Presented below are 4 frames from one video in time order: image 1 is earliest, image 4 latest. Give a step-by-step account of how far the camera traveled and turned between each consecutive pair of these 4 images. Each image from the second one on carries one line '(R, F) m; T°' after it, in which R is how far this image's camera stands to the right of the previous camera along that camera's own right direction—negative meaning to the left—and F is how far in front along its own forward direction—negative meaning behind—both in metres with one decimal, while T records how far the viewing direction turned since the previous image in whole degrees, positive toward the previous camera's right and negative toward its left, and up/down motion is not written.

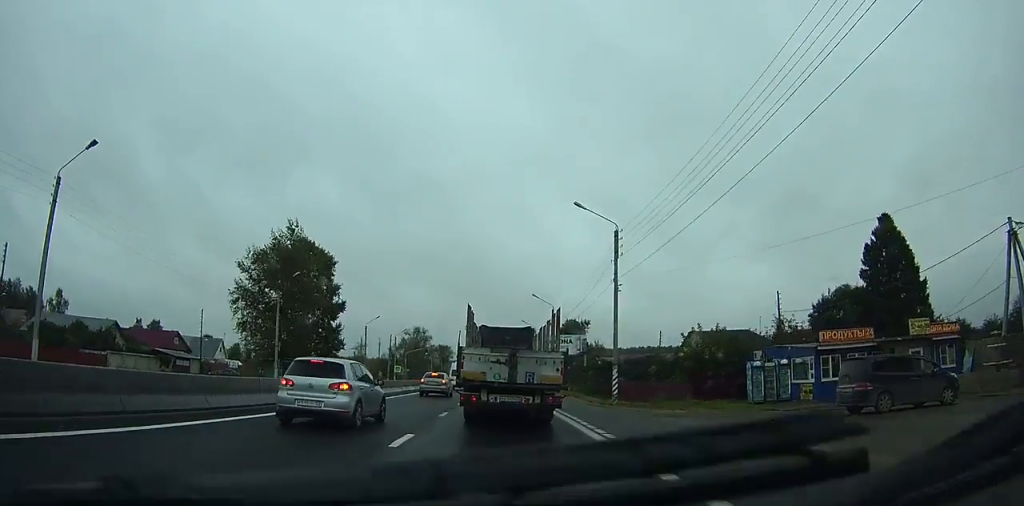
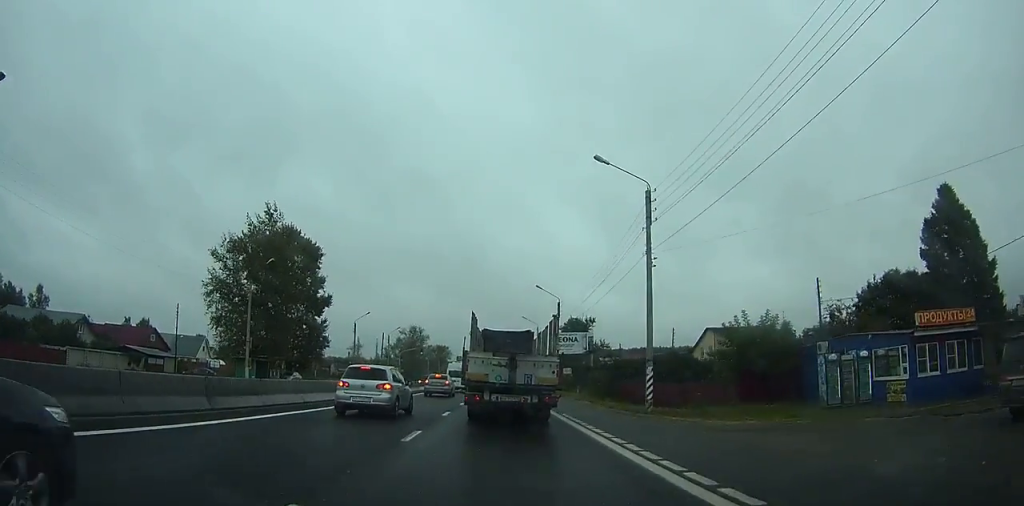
(+0.1, +7.9) m; 0°
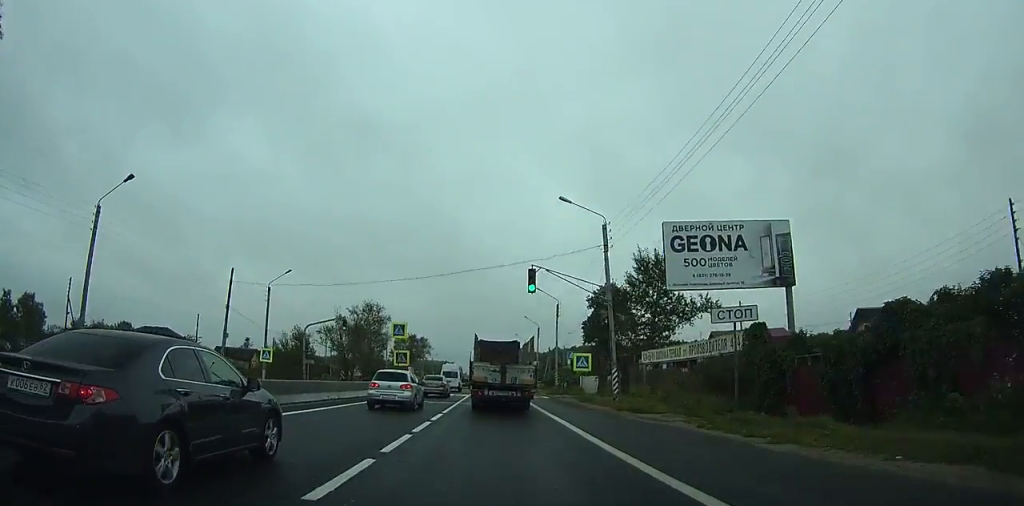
(-0.1, +60.7) m; 0°
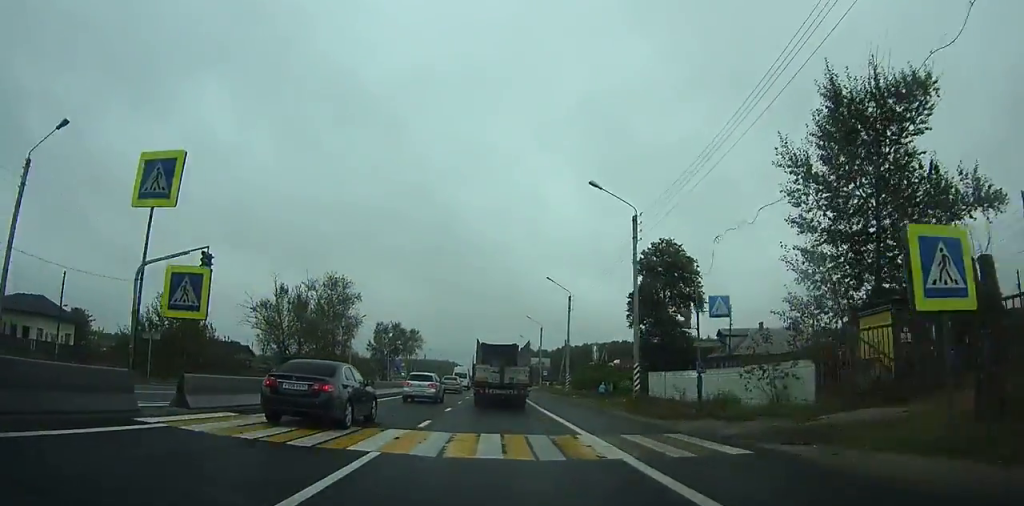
(-0.1, +36.1) m; 0°
